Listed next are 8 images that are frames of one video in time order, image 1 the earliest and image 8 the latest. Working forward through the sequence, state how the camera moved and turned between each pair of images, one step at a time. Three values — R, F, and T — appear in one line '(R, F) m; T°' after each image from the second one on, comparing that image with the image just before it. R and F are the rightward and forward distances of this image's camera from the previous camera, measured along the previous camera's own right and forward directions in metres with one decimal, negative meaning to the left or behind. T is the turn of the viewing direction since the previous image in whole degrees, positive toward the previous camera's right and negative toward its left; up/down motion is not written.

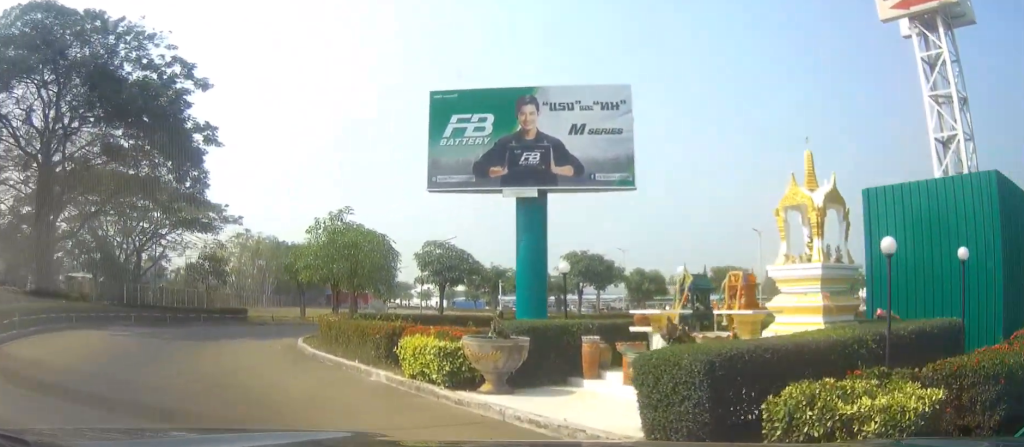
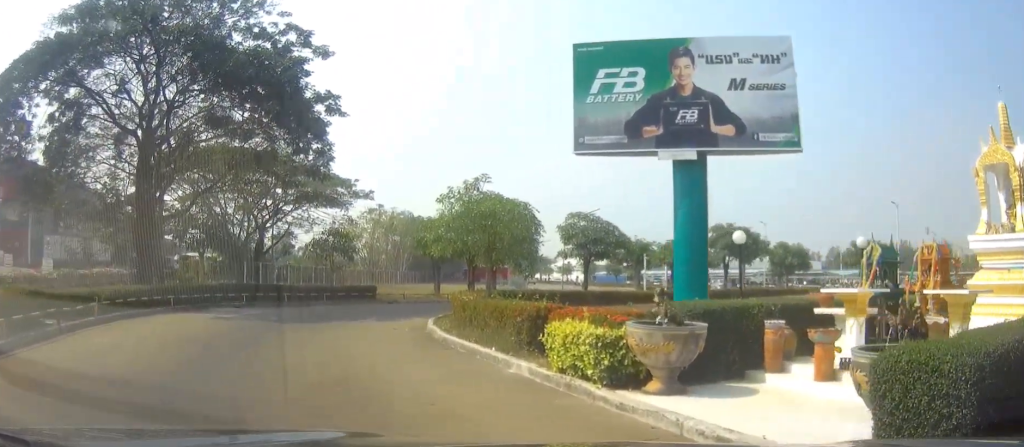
(-0.4, +1.8) m; -12°
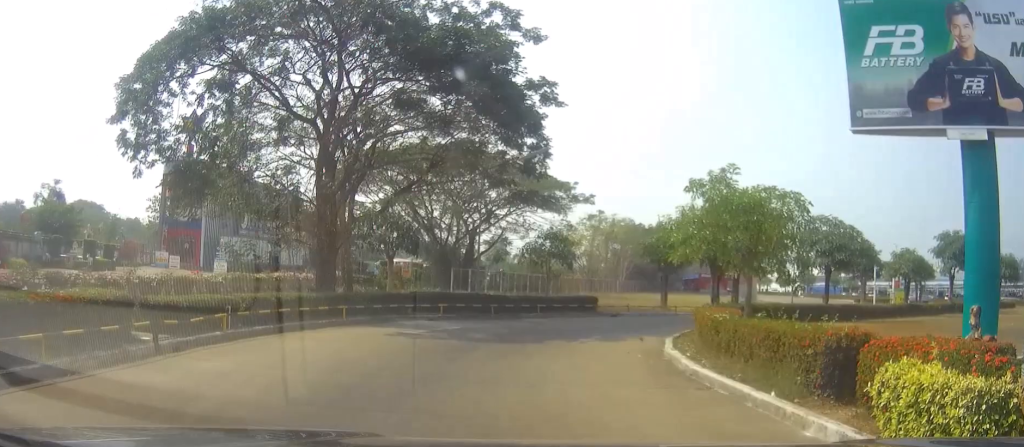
(-0.7, +3.7) m; -14°
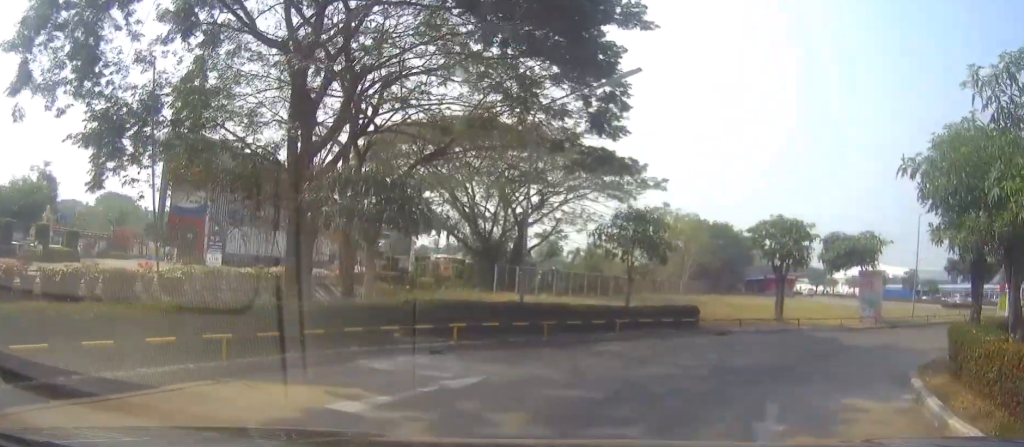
(-0.5, +9.2) m; -1°
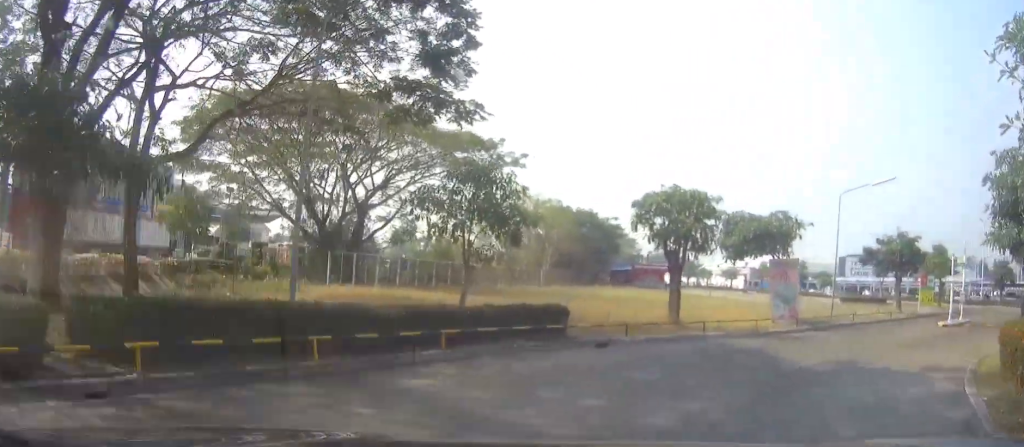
(+0.3, +5.5) m; +8°
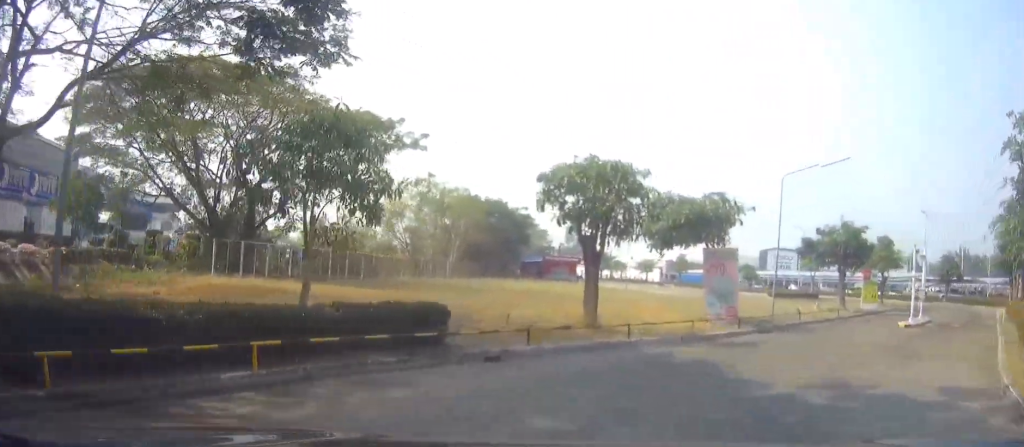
(+0.2, +3.5) m; +6°
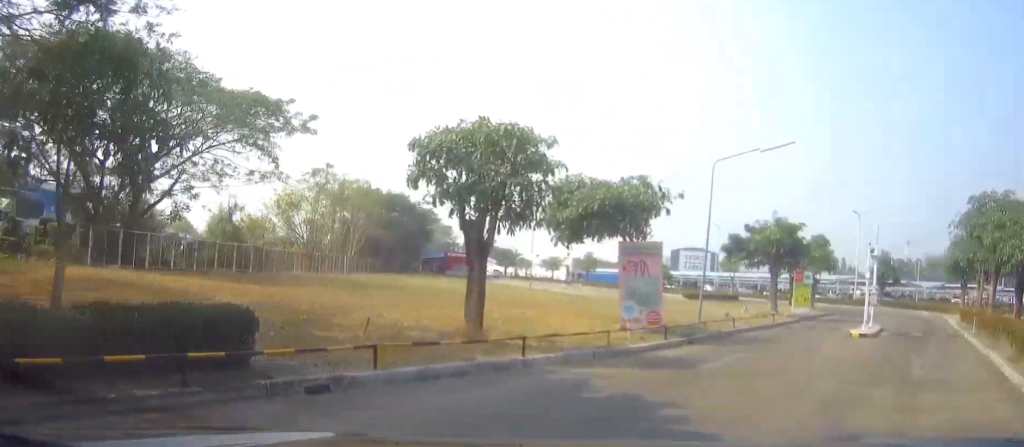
(+0.2, +3.4) m; +7°
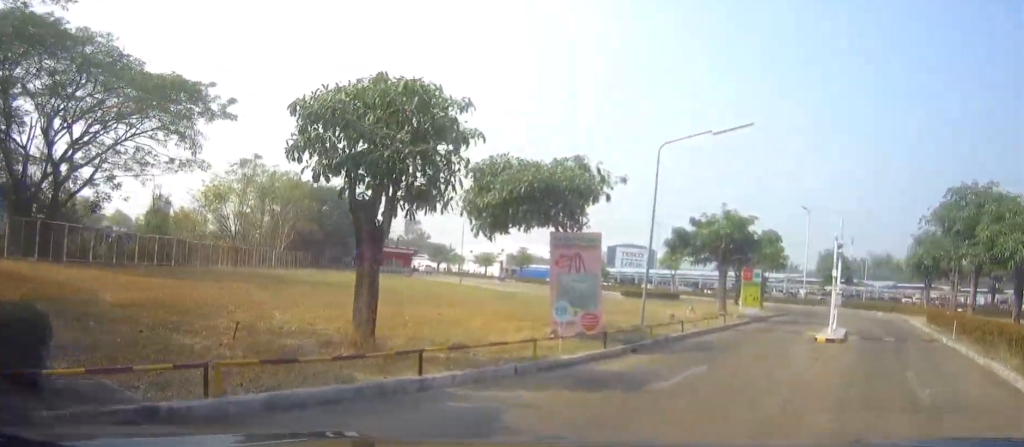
(0.0, +2.3) m; +5°
